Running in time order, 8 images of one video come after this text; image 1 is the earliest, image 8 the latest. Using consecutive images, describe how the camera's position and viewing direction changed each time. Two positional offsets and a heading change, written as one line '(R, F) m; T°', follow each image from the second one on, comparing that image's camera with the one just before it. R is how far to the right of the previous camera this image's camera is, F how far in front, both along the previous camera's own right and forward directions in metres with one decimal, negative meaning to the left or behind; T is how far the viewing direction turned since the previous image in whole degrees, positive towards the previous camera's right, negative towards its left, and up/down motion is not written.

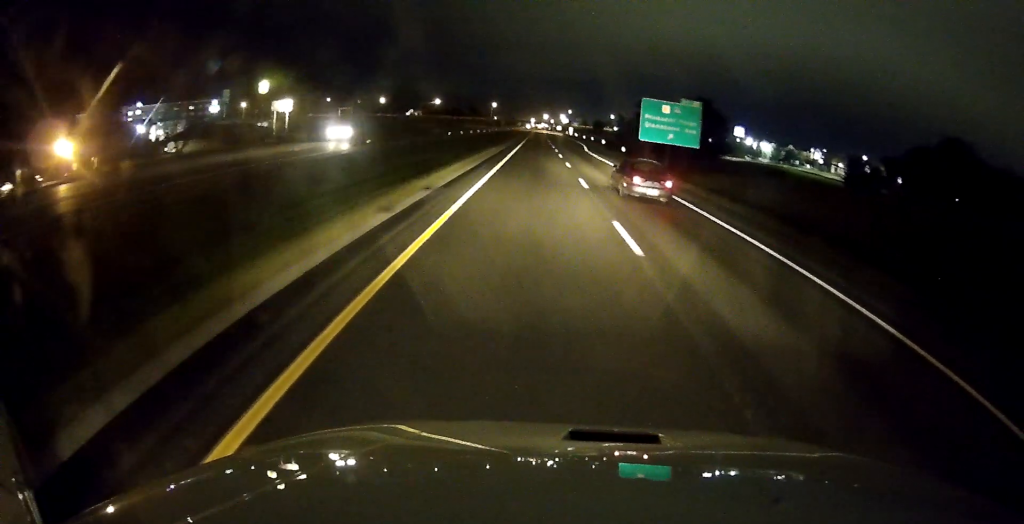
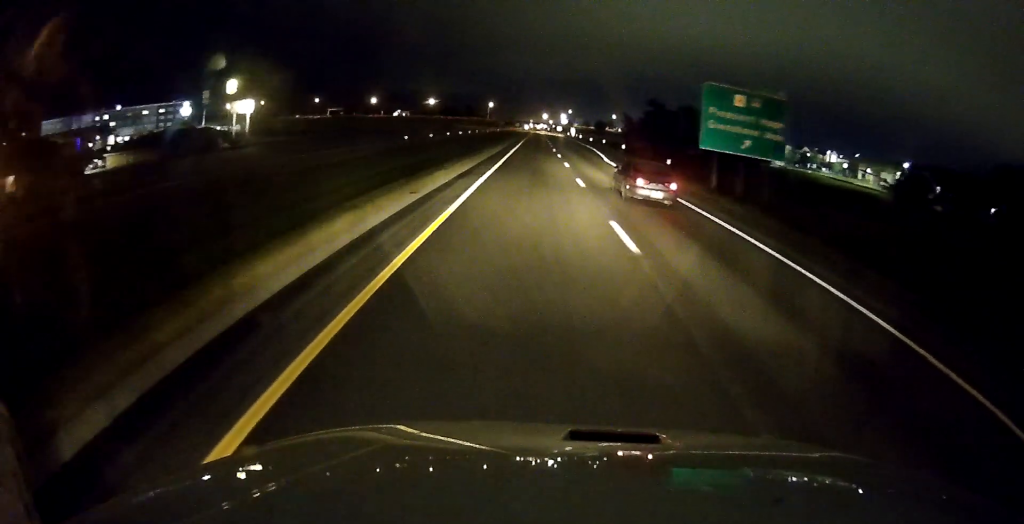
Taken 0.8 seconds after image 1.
(0.0, +24.3) m; 0°
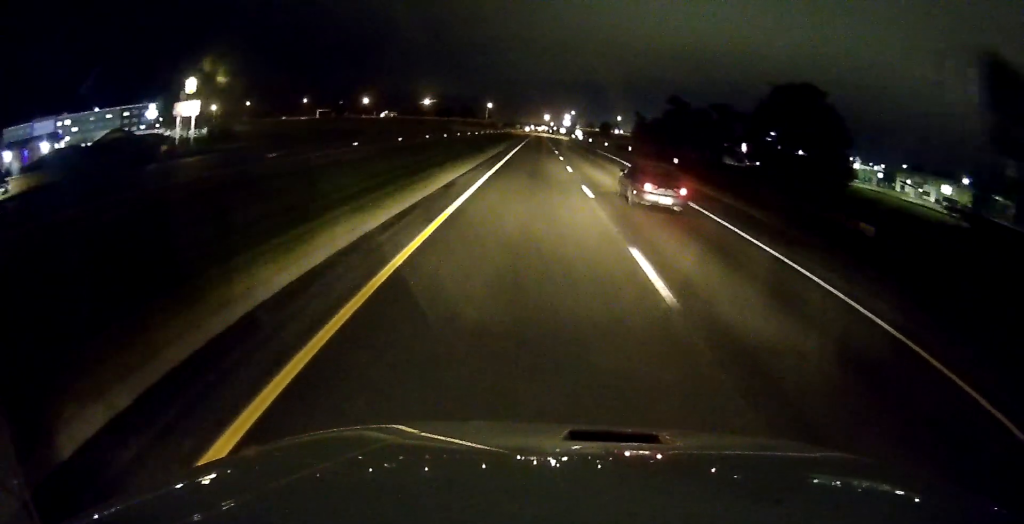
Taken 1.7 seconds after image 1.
(0.0, +27.3) m; 0°
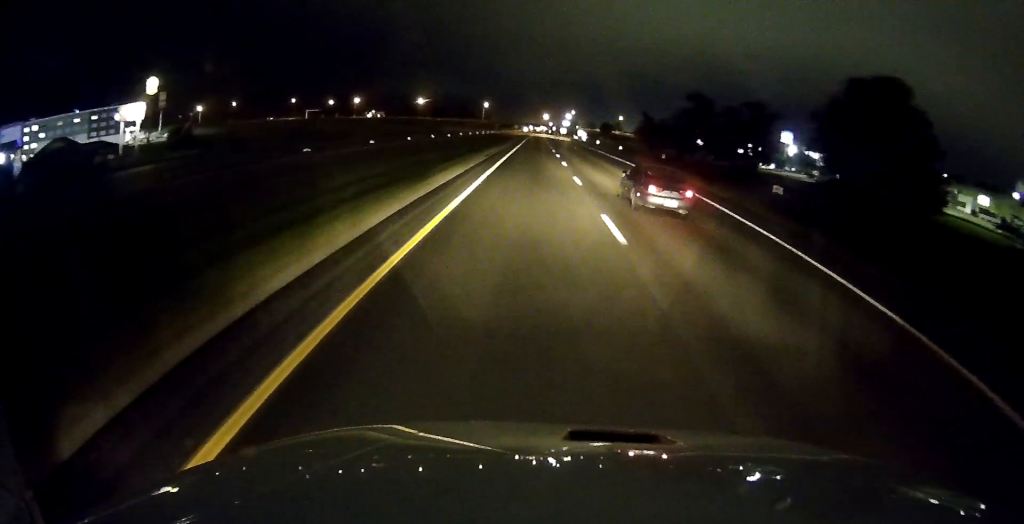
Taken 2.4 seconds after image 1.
(0.0, +20.2) m; 0°
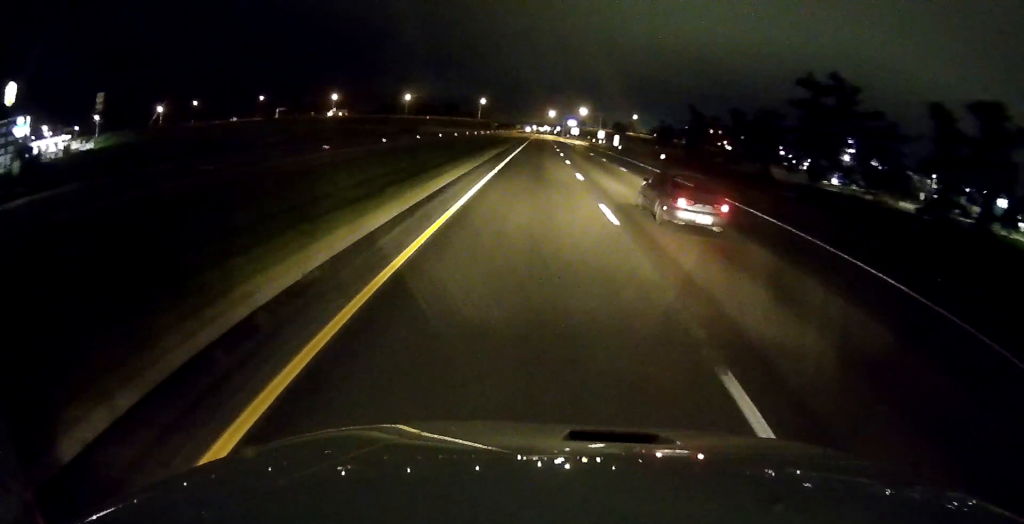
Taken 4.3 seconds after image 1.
(0.0, +58.6) m; 0°
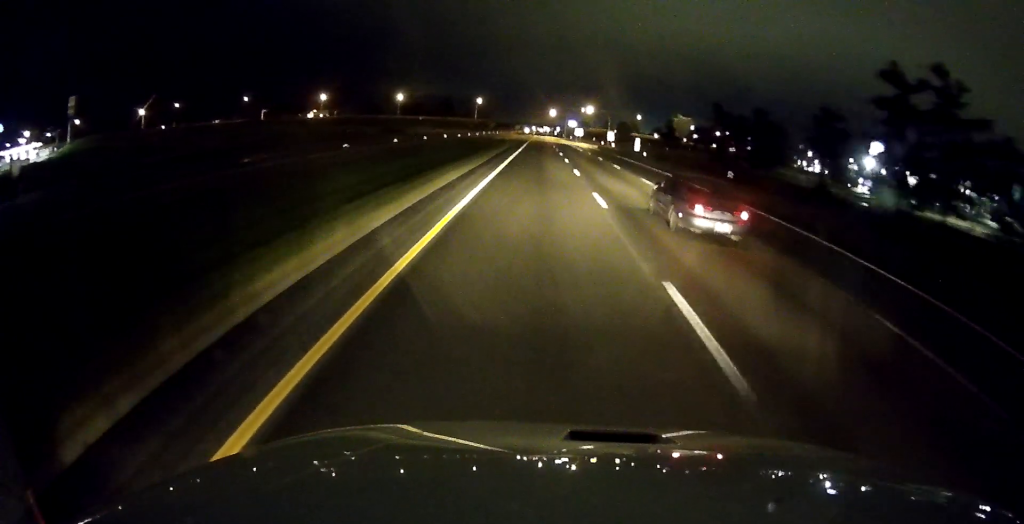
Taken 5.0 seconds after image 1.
(-0.1, +21.2) m; 0°
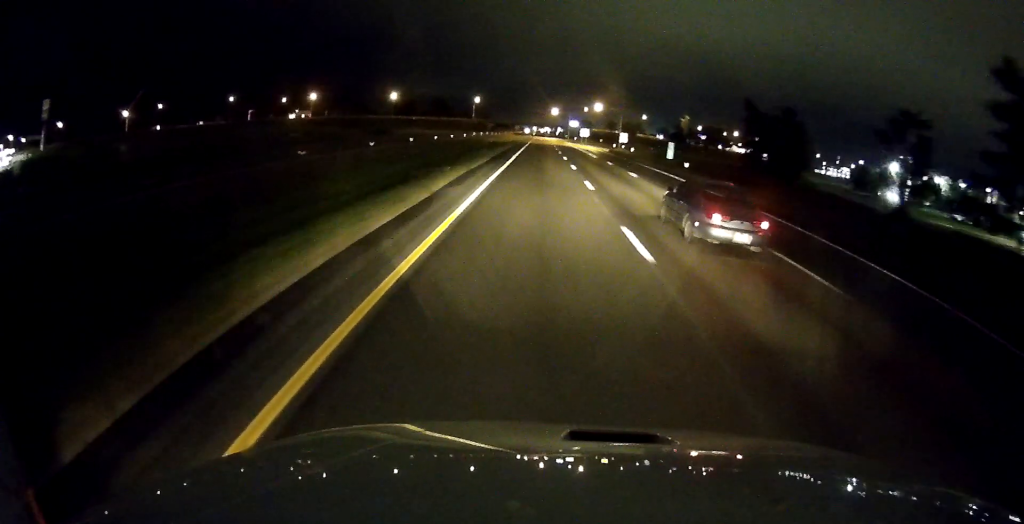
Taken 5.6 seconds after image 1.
(-0.1, +19.1) m; 0°
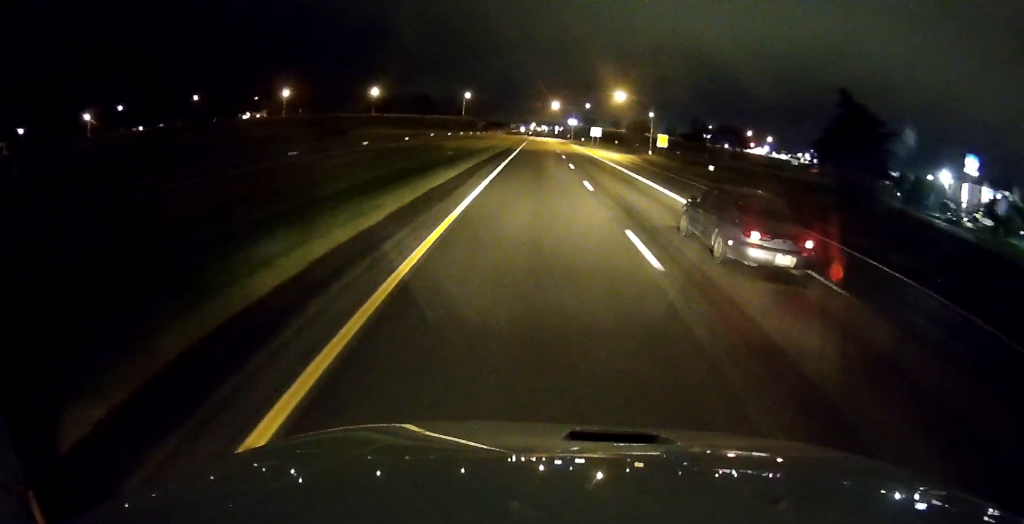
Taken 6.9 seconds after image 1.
(+0.2, +37.3) m; 0°
